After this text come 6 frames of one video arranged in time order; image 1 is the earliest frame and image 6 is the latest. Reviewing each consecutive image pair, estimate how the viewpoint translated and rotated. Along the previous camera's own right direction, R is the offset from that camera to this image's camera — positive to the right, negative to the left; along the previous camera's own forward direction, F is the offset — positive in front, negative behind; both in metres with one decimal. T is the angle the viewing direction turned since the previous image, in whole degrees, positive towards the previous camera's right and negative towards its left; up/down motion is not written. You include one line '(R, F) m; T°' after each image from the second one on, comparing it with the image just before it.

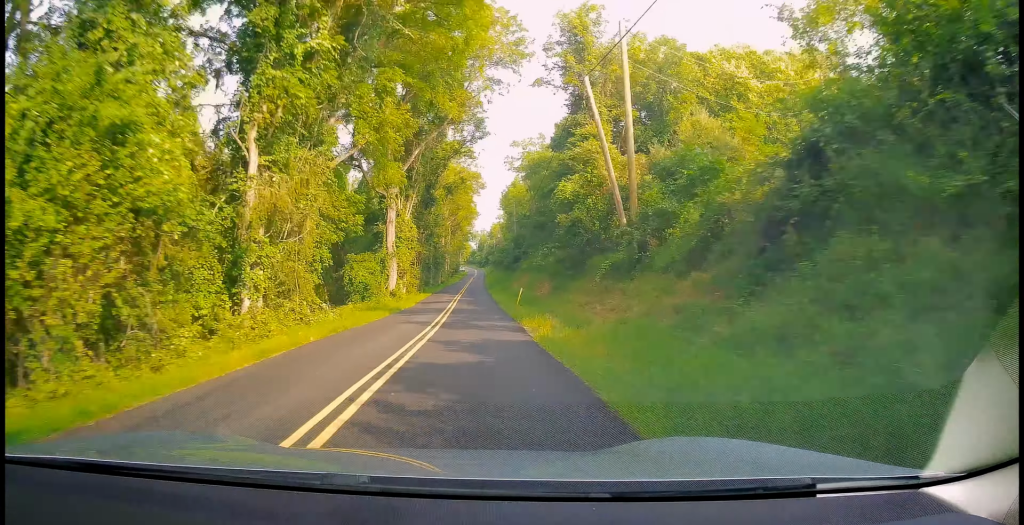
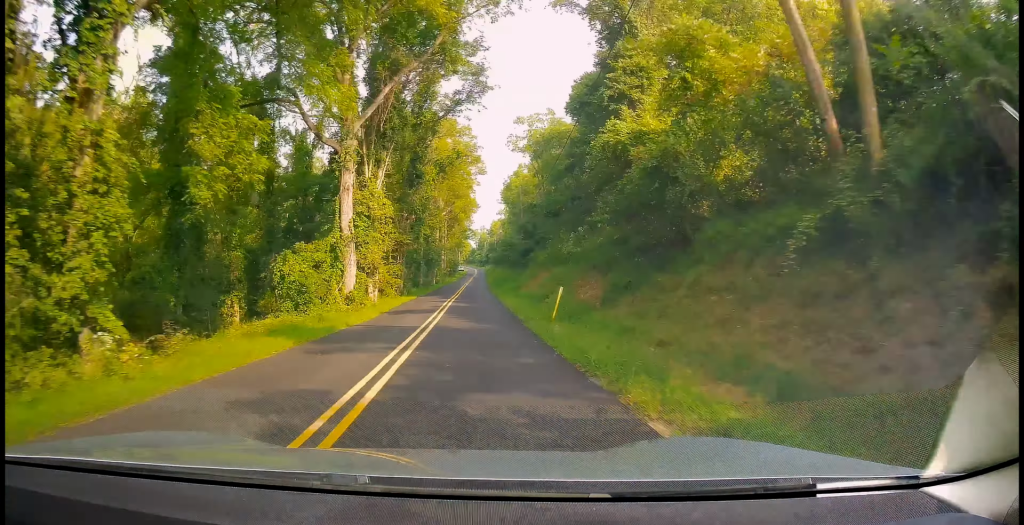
(0.0, +12.8) m; 0°
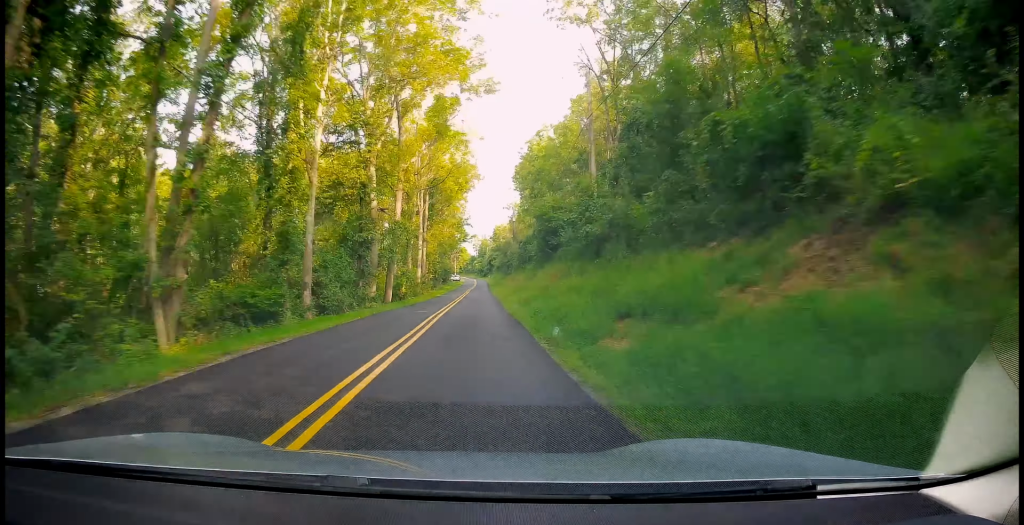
(+1.0, +44.3) m; +2°
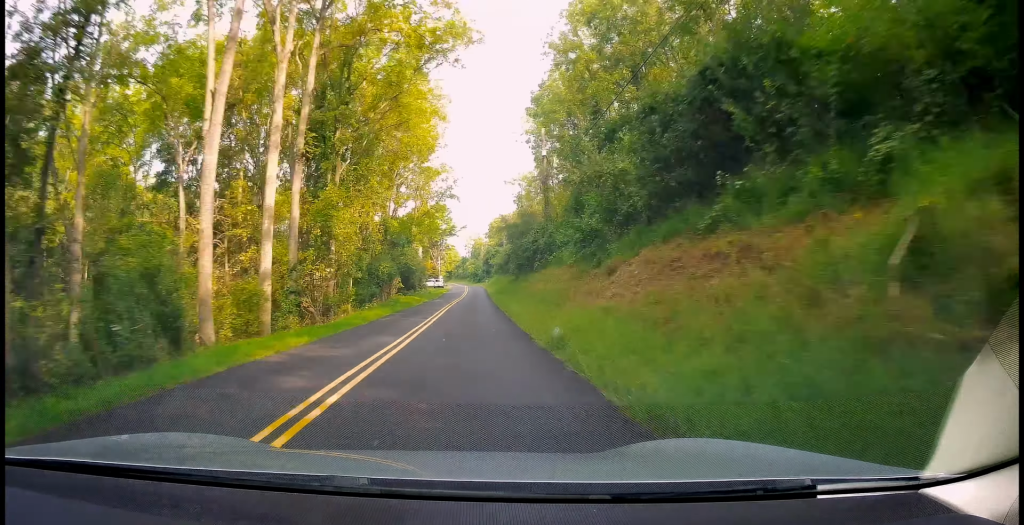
(+0.4, +50.2) m; +1°
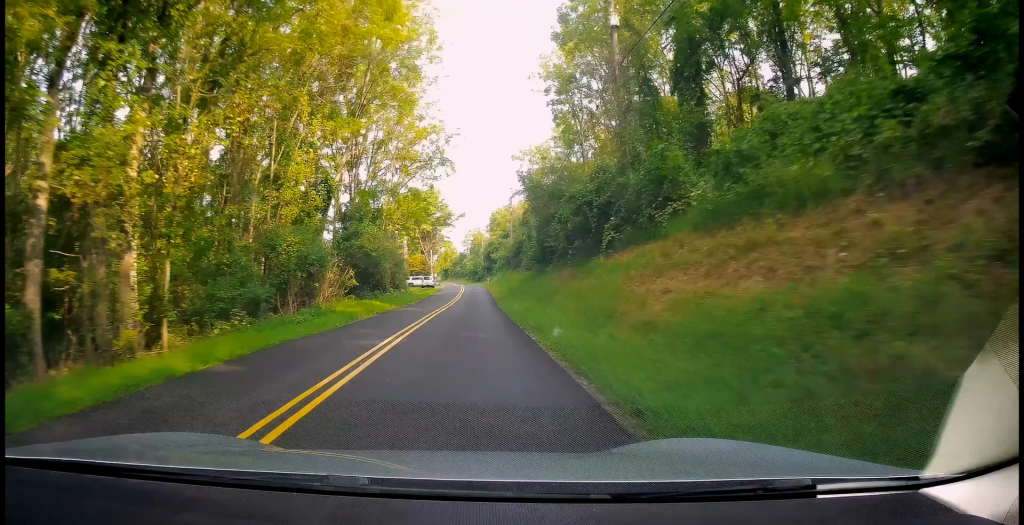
(+0.3, +23.2) m; 0°
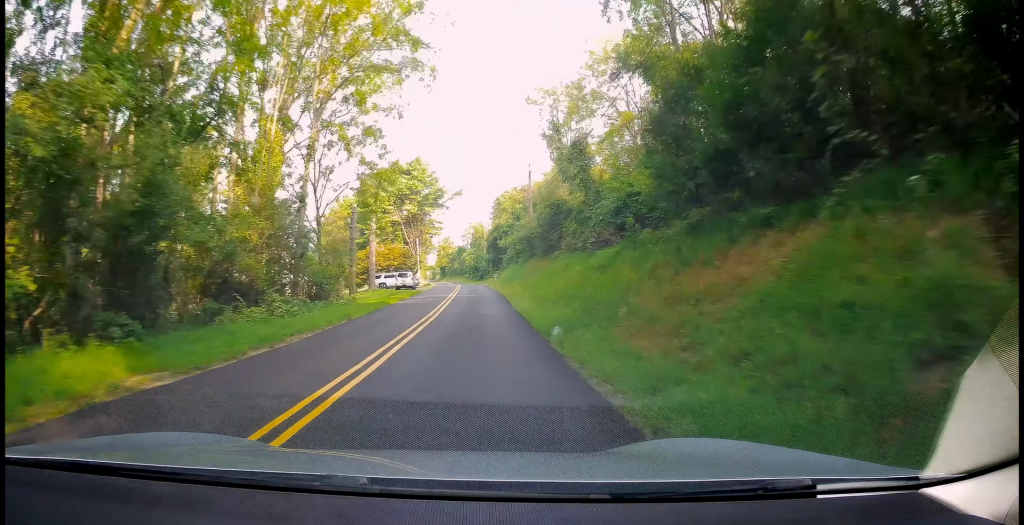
(-0.1, +29.3) m; -1°
